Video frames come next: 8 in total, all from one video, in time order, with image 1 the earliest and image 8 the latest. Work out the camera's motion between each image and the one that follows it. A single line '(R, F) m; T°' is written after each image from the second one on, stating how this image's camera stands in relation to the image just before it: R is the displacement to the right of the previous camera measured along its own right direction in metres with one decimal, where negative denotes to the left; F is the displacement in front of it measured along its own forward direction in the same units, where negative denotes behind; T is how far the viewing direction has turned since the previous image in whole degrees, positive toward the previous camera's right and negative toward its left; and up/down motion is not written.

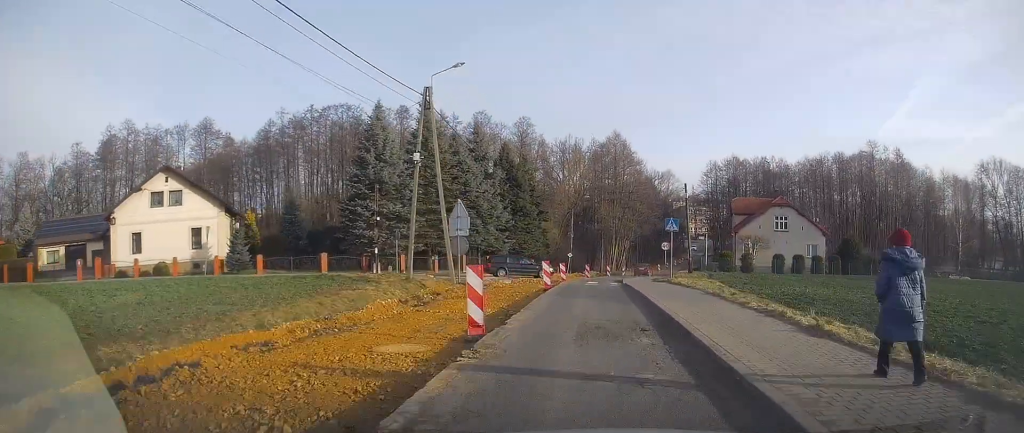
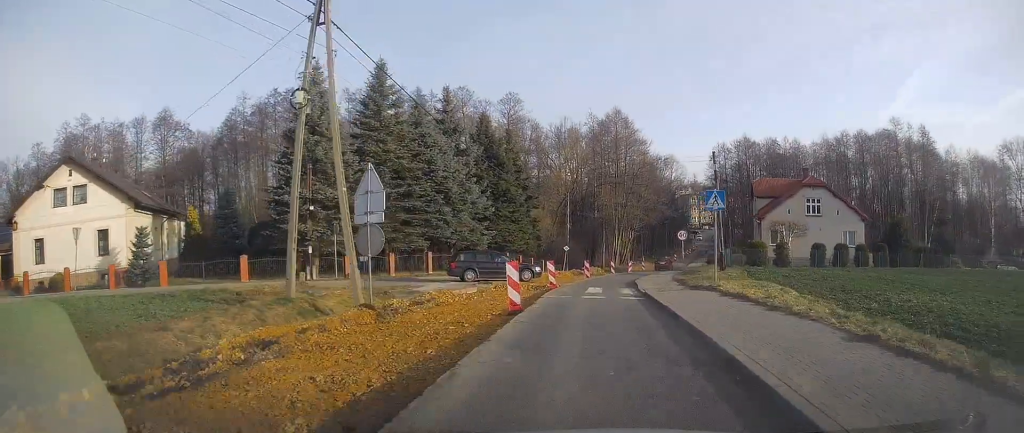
(0.0, +10.1) m; 0°
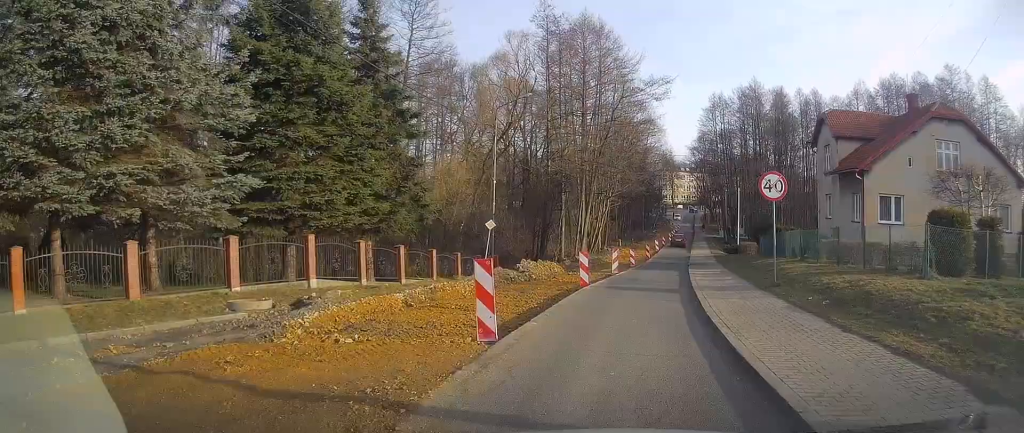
(+1.0, +27.8) m; +6°
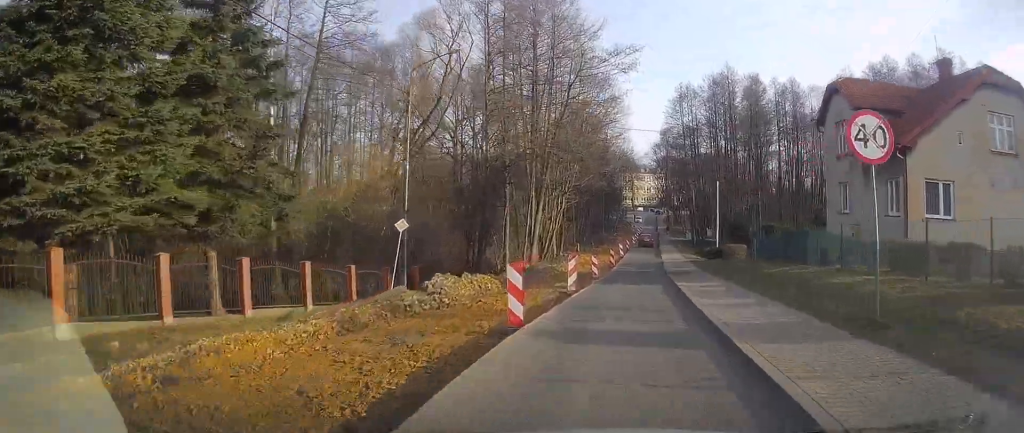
(+0.2, +8.2) m; +3°
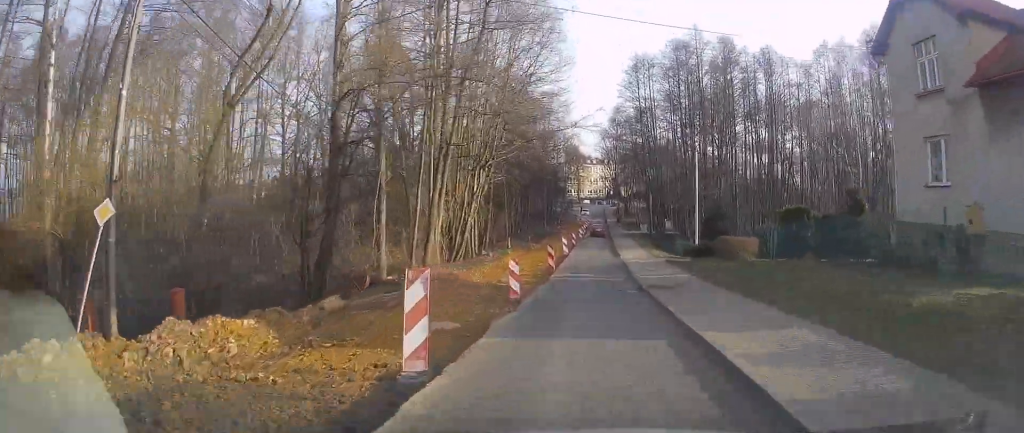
(+0.5, +11.8) m; +2°
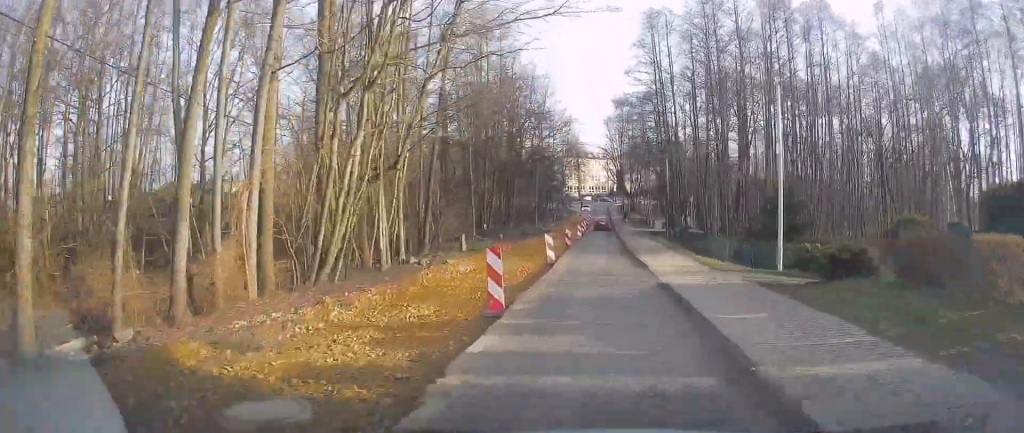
(0.0, +14.3) m; +1°
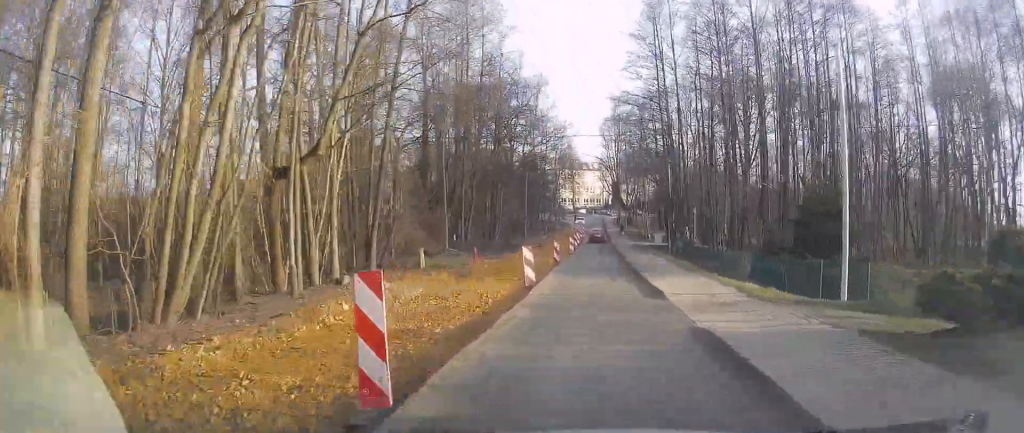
(+0.1, +5.8) m; +1°
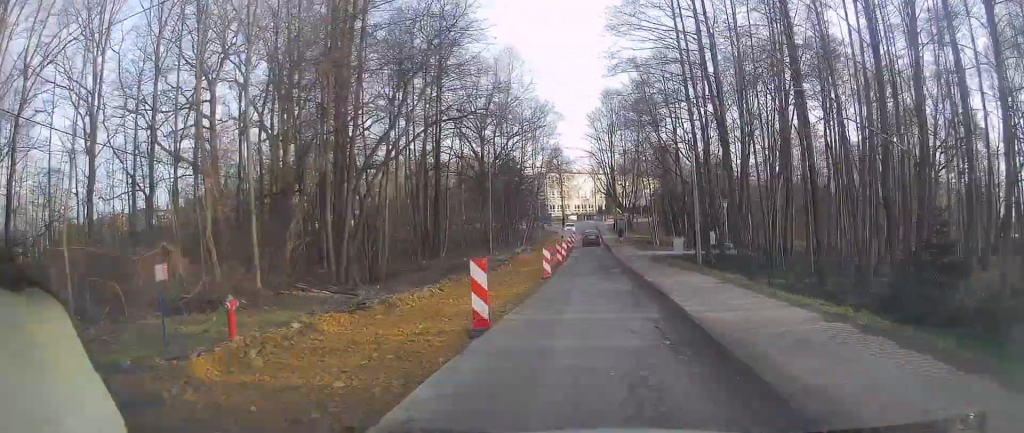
(+0.1, +17.9) m; +1°
